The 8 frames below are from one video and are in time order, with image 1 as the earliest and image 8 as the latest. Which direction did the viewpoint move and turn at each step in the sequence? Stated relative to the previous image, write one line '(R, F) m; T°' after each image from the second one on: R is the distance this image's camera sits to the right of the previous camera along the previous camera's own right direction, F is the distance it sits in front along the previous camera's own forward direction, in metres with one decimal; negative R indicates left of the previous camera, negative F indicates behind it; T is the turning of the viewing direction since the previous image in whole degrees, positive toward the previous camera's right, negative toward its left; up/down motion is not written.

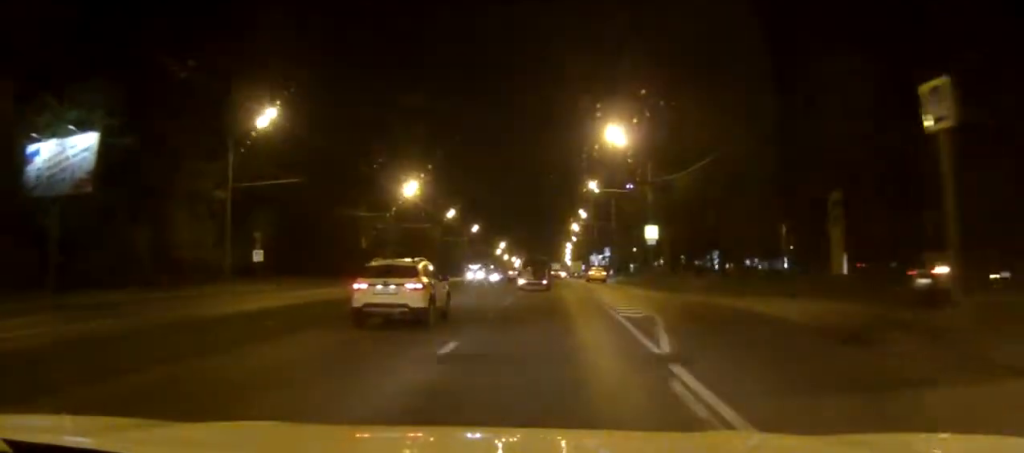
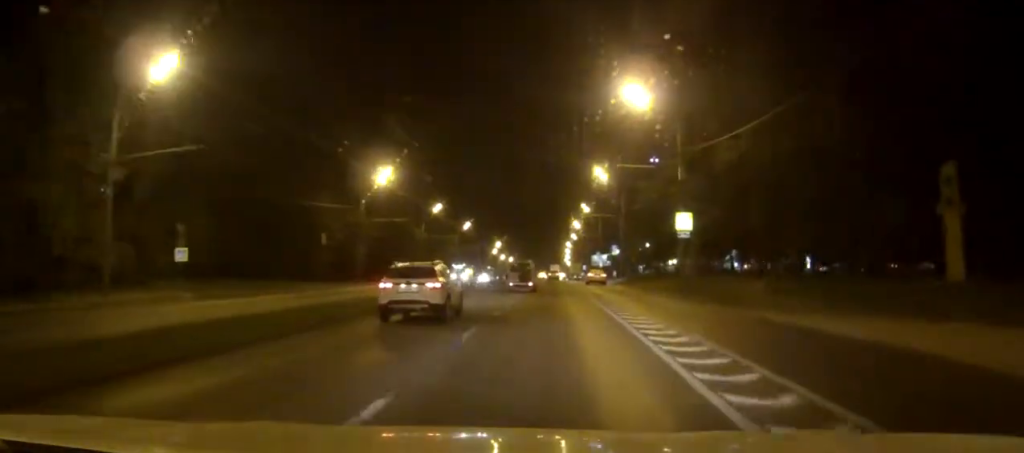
(0.0, +14.3) m; 0°
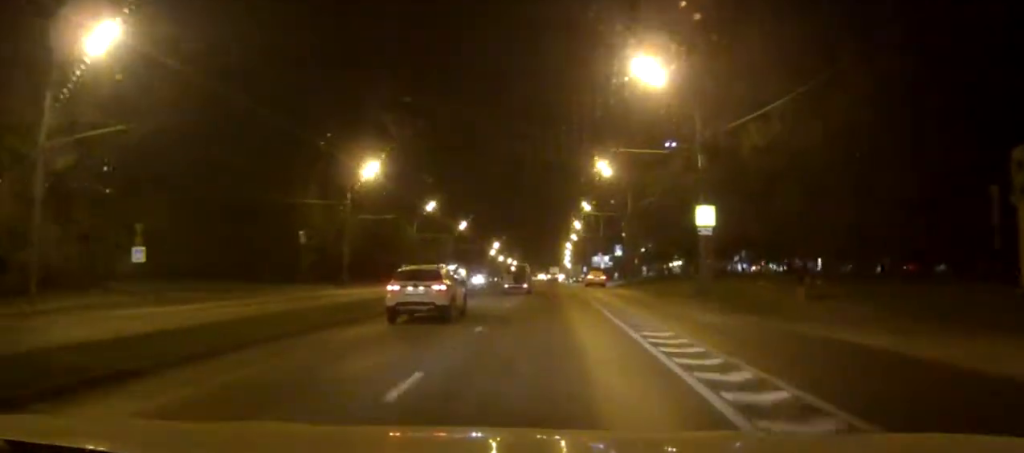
(0.0, +6.0) m; 0°
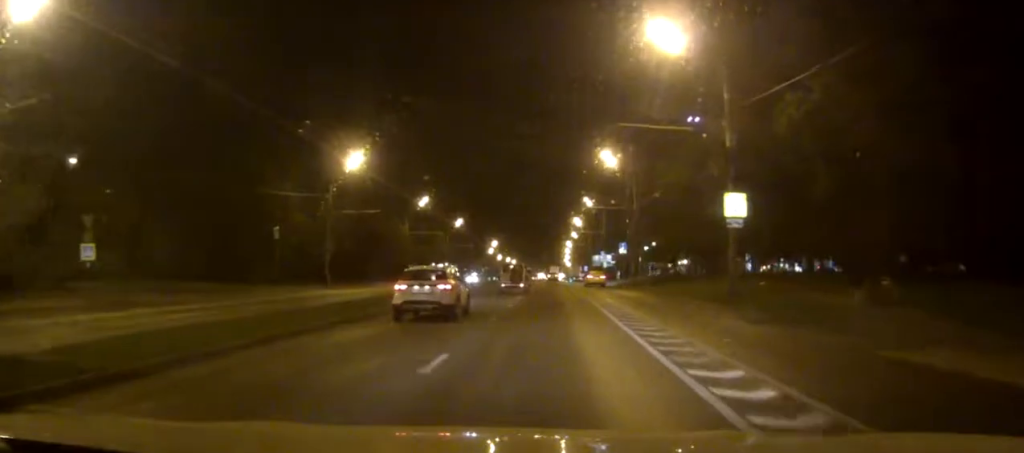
(0.0, +6.0) m; 0°
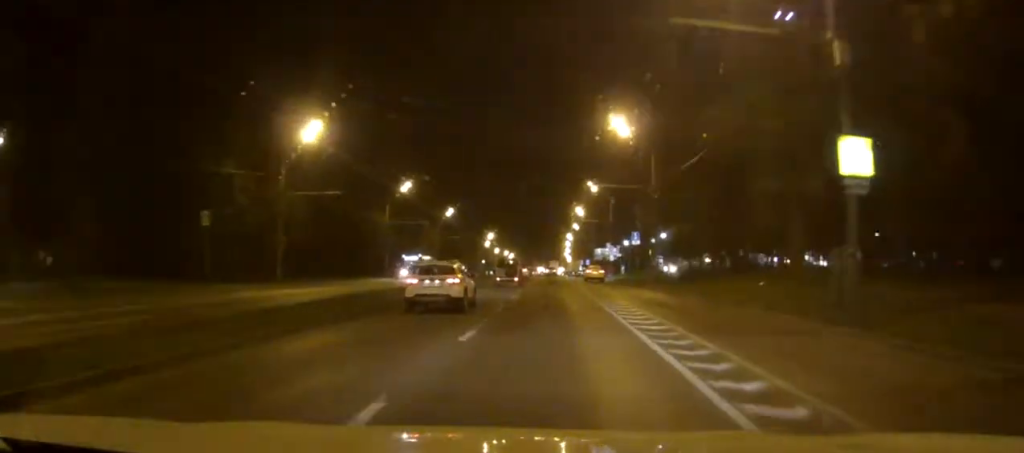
(0.0, +12.4) m; 0°
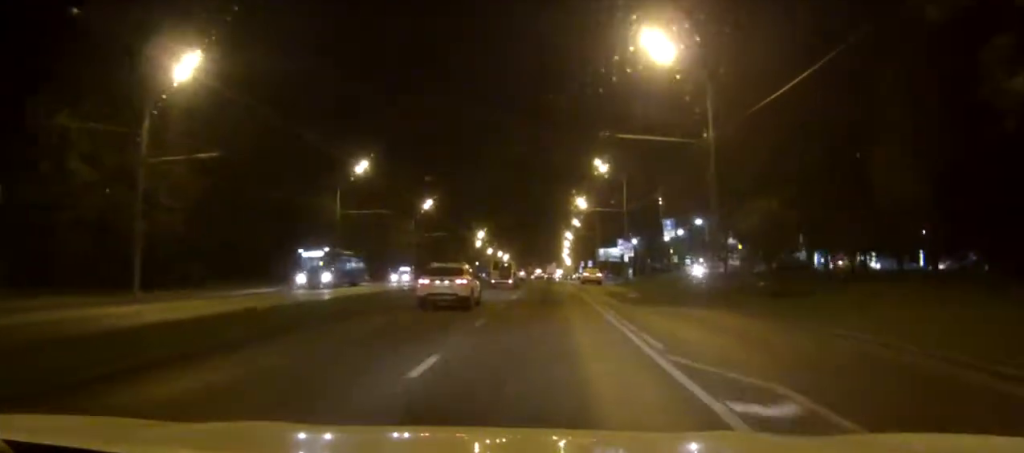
(0.0, +20.7) m; 0°
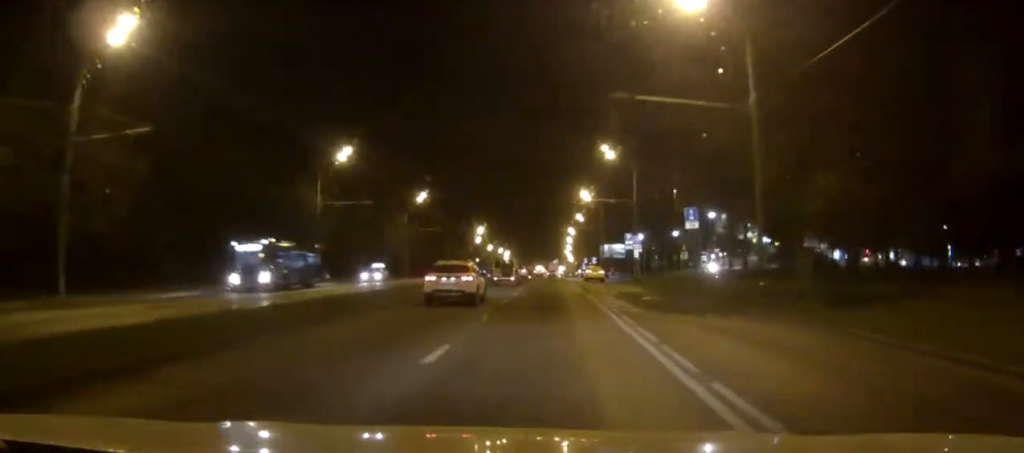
(0.0, +7.4) m; 0°
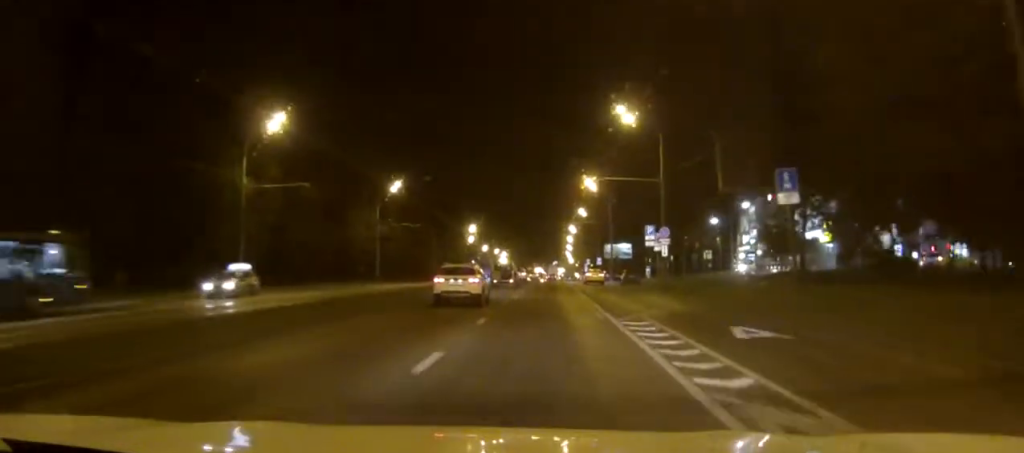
(0.0, +16.7) m; 0°
